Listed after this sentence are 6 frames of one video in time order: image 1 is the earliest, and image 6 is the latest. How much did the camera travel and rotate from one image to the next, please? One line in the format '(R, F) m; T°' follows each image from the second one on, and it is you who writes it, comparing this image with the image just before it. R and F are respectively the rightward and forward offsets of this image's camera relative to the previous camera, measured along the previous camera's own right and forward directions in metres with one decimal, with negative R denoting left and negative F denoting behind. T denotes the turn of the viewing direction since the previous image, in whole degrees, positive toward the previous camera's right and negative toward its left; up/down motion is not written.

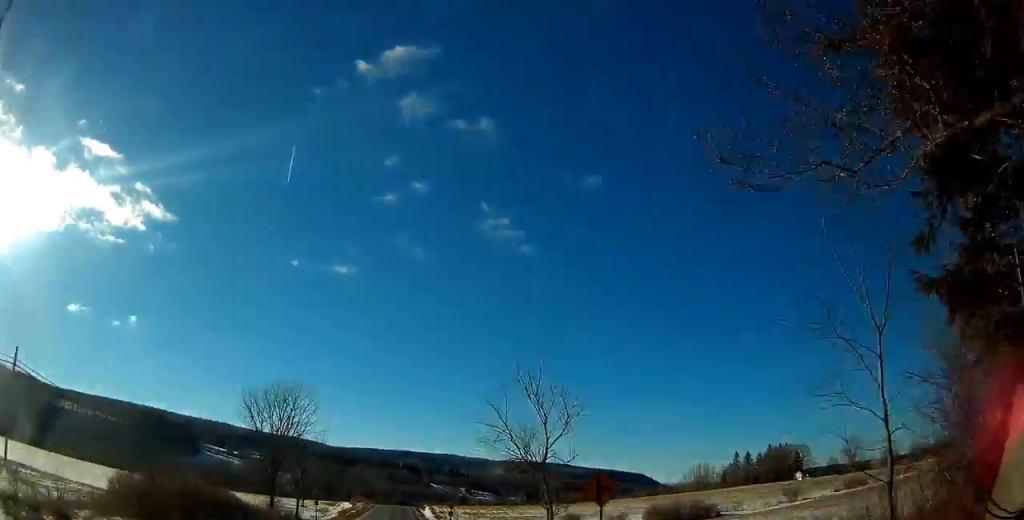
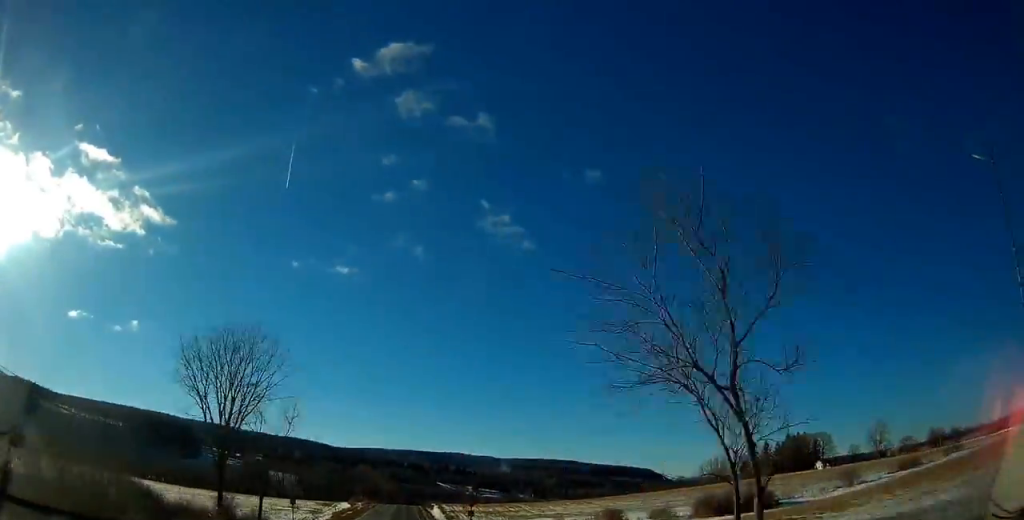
(-0.2, +13.9) m; -1°
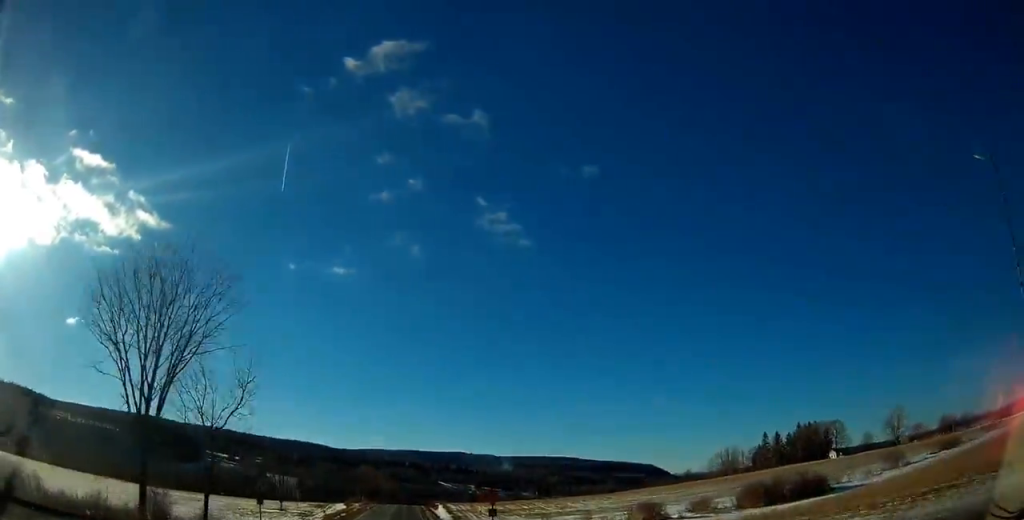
(-0.1, +10.0) m; -1°
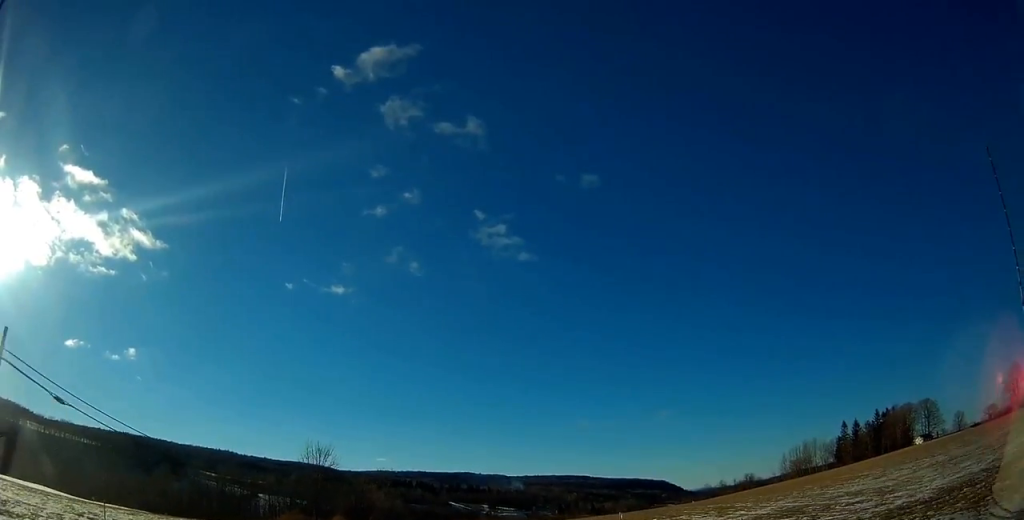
(-0.4, +62.8) m; -1°
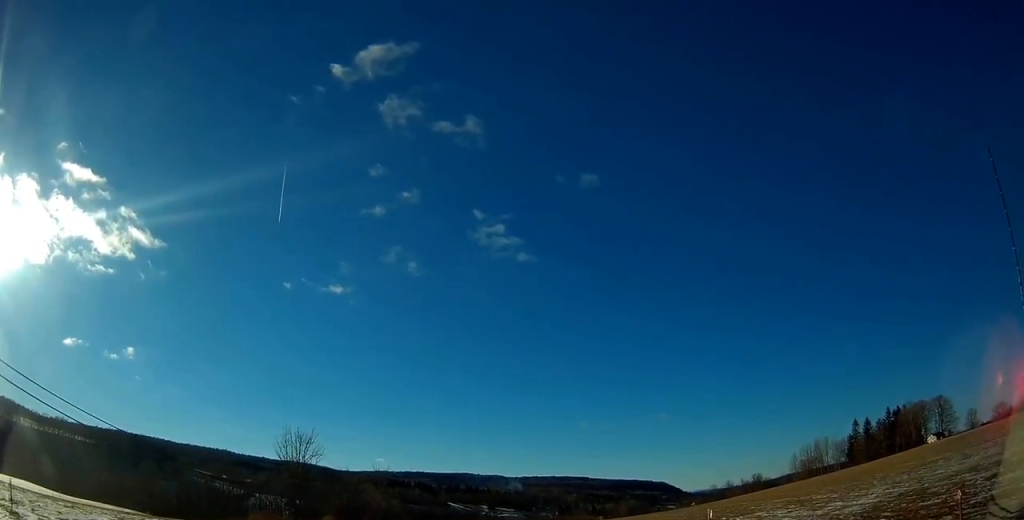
(-0.1, +9.4) m; 0°
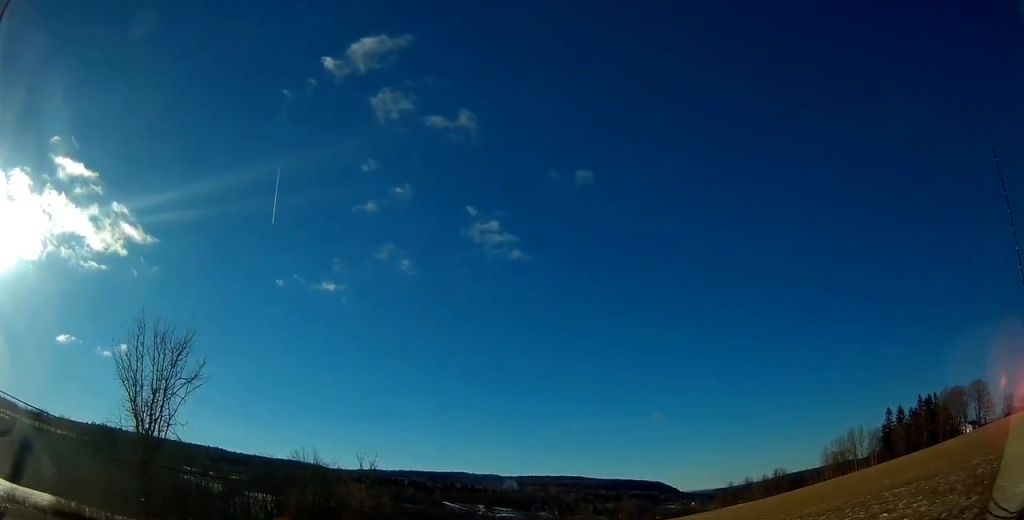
(-0.1, +26.5) m; +1°
